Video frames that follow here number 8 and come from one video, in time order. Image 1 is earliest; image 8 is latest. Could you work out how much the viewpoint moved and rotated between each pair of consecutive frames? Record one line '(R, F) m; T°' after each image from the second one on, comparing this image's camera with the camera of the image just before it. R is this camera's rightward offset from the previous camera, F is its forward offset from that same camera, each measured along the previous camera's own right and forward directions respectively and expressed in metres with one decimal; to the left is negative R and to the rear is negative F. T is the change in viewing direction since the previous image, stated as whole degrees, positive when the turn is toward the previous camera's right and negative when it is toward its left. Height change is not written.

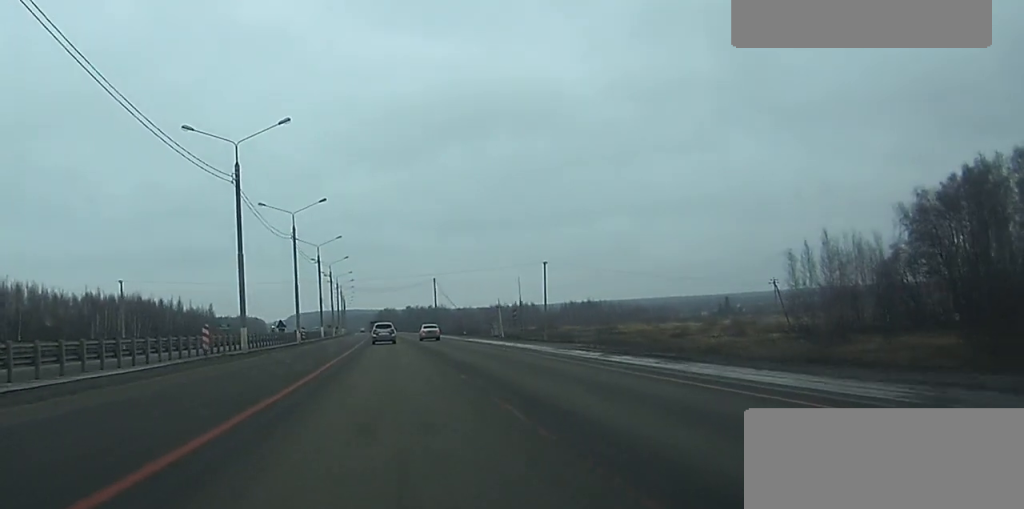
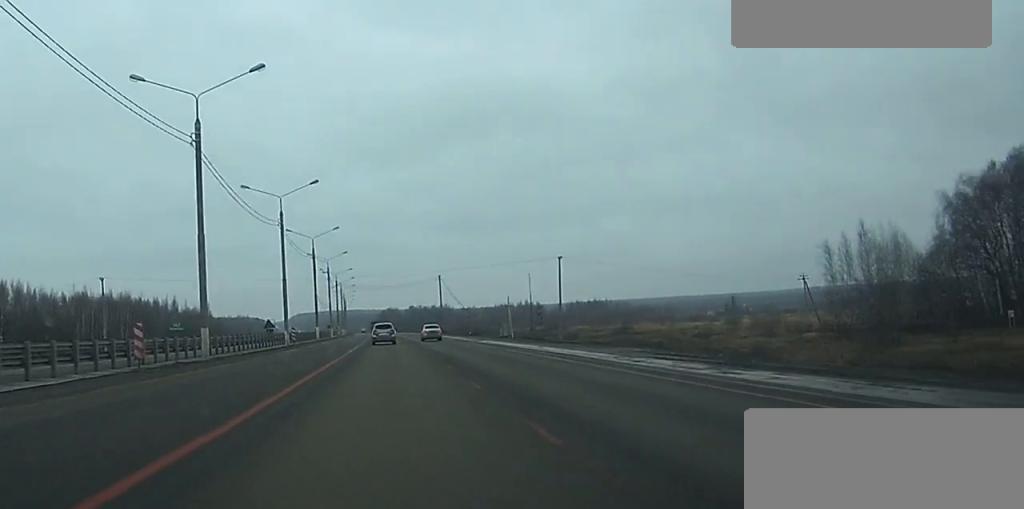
(0.0, +10.9) m; 0°
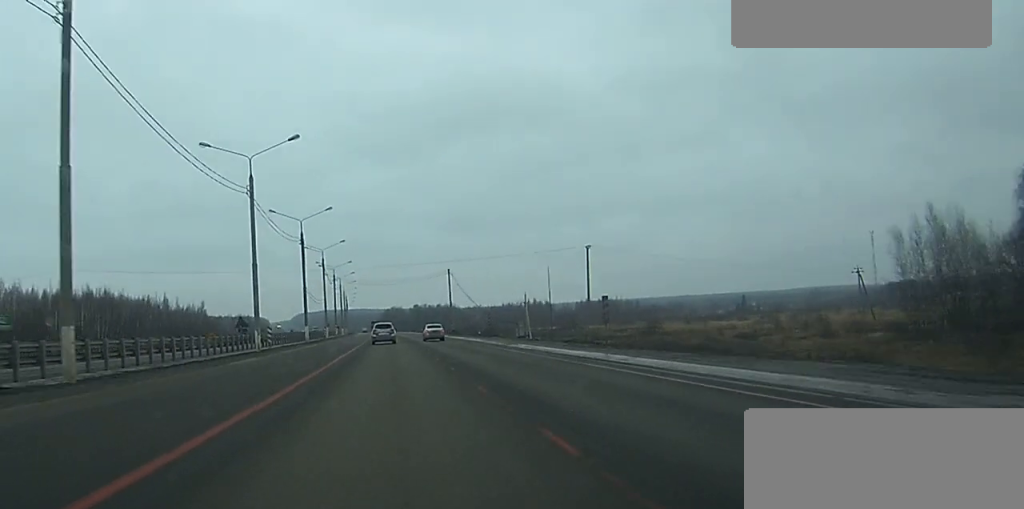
(-0.1, +17.1) m; 0°
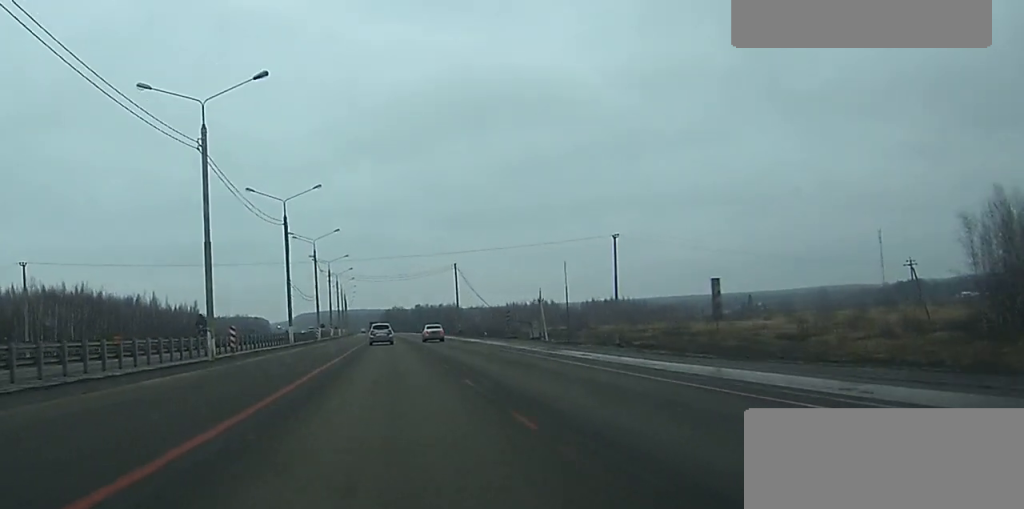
(0.0, +14.4) m; 0°
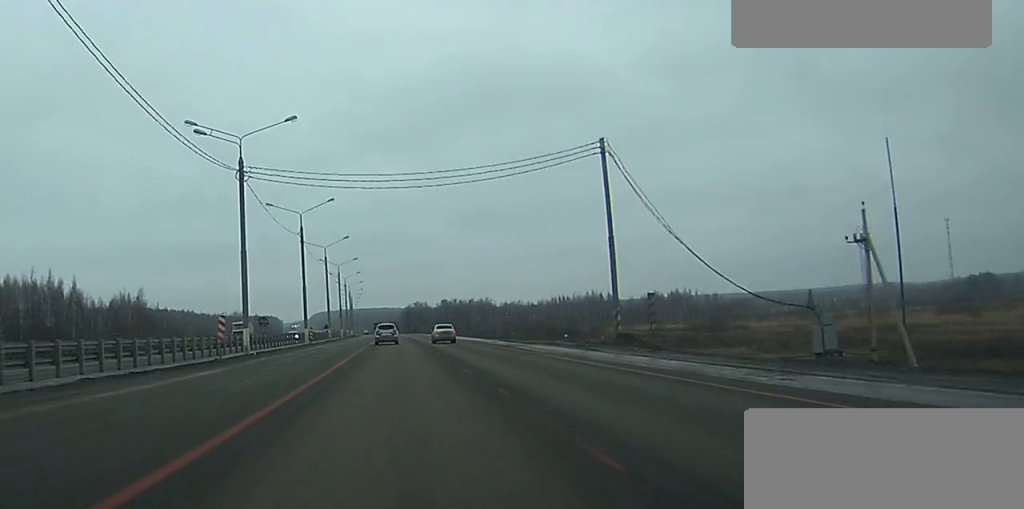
(-0.5, +88.8) m; -1°
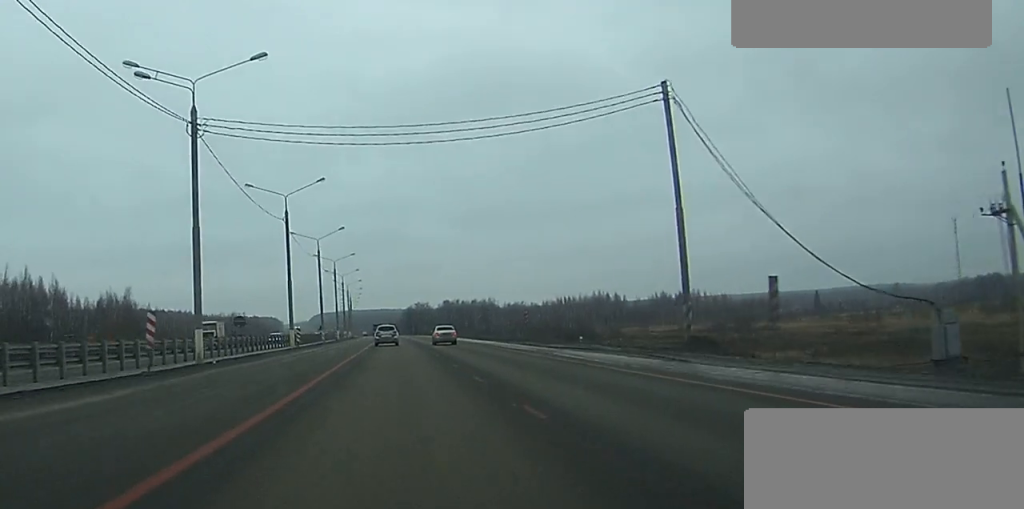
(0.0, +10.0) m; 0°
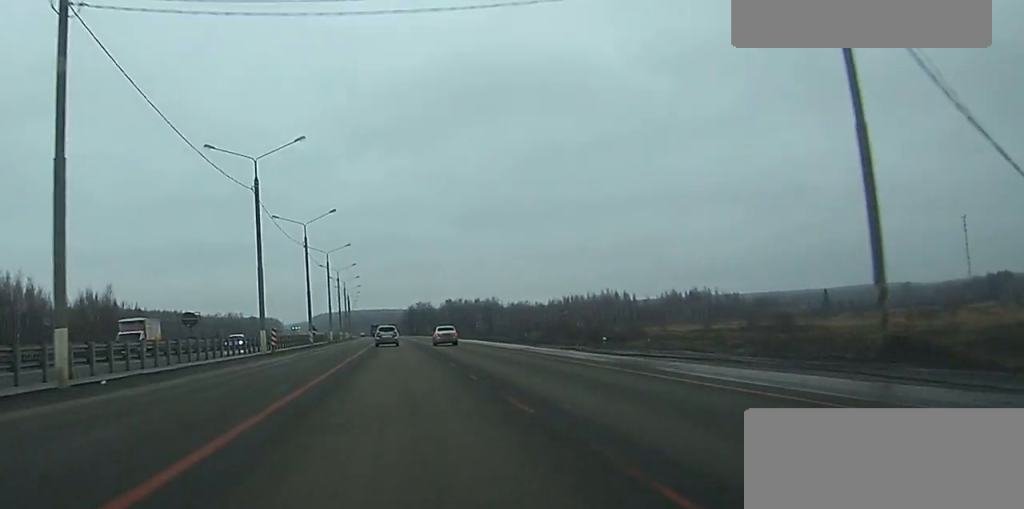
(0.0, +13.1) m; +1°
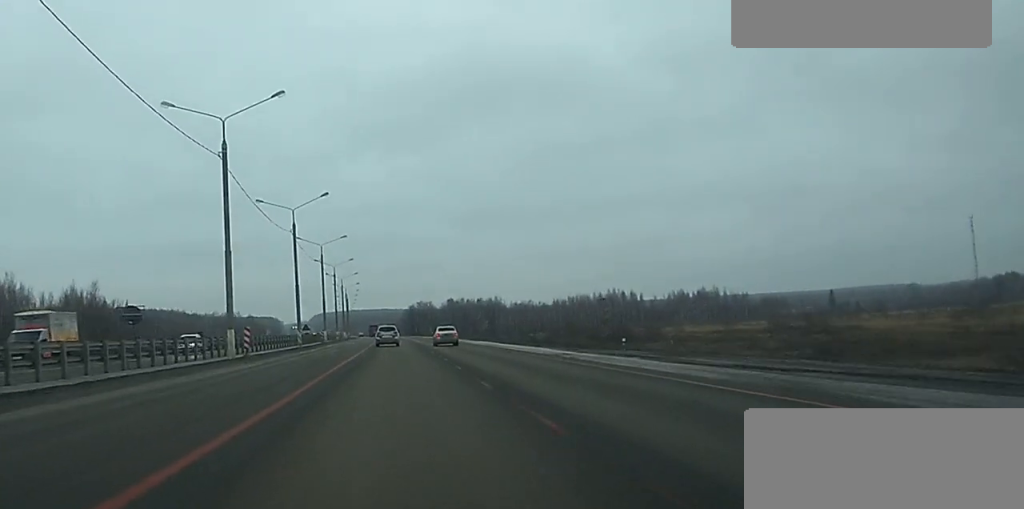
(-0.1, +8.6) m; 0°
